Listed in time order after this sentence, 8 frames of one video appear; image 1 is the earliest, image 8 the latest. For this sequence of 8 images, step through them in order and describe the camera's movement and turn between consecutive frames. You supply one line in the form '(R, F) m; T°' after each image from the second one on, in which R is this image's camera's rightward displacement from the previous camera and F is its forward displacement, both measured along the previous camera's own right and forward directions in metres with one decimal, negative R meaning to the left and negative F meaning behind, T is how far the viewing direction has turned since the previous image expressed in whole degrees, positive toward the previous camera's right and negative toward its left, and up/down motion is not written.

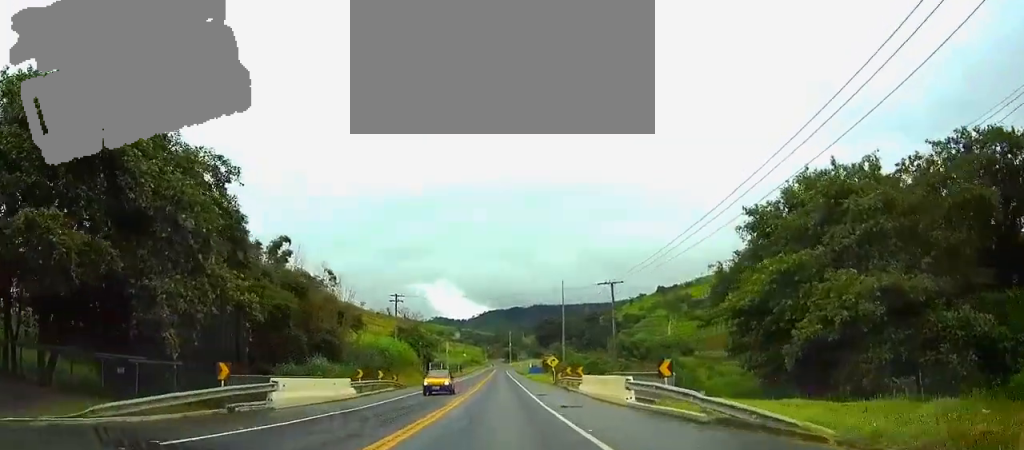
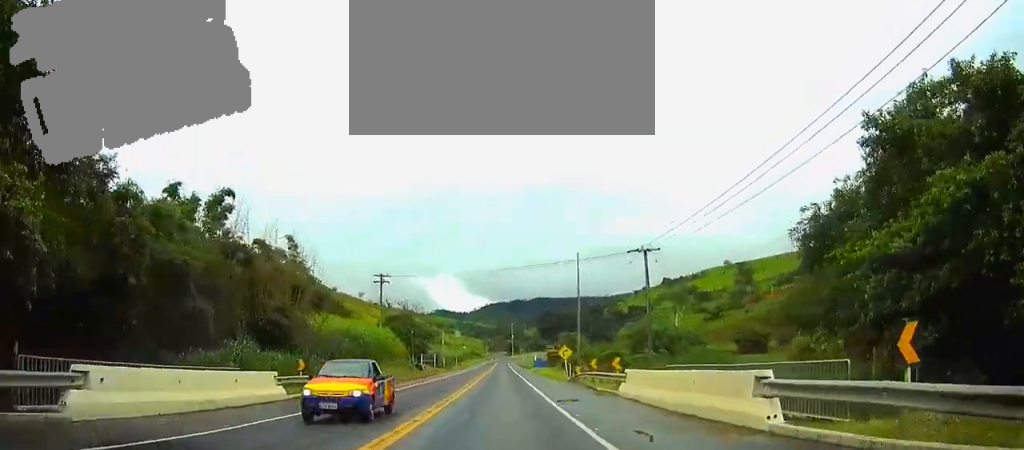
(0.0, +13.1) m; 0°
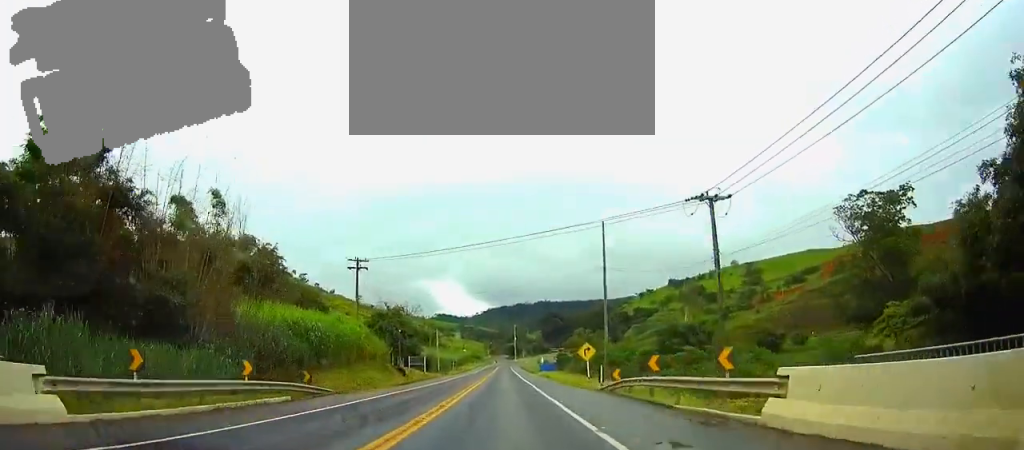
(0.0, +14.5) m; 0°
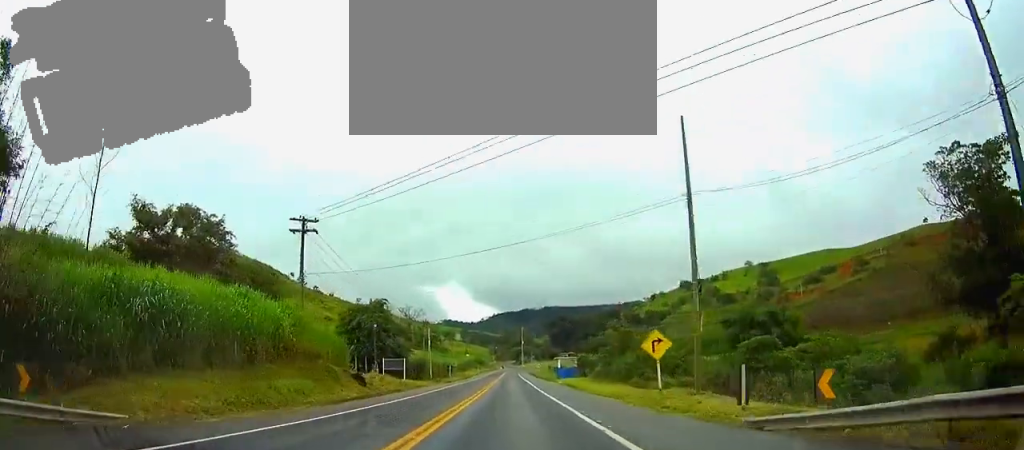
(0.0, +20.4) m; 0°
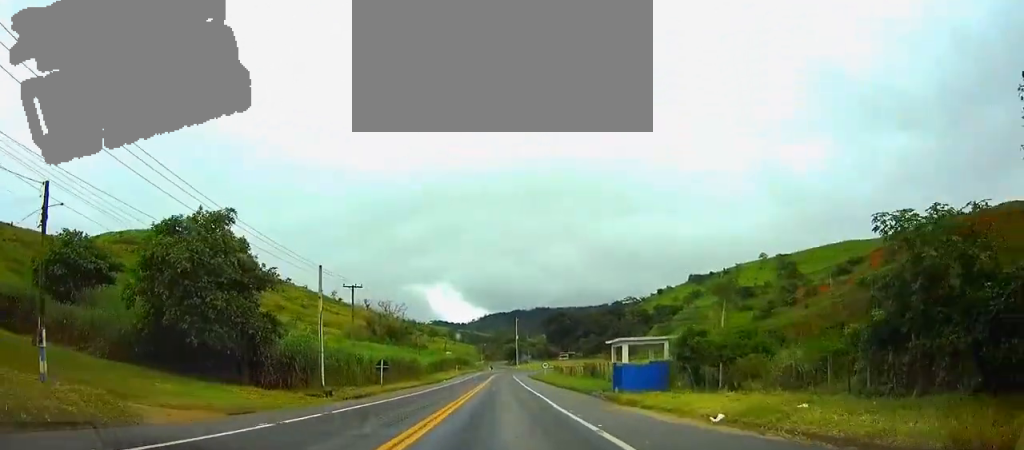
(-0.2, +50.1) m; 0°
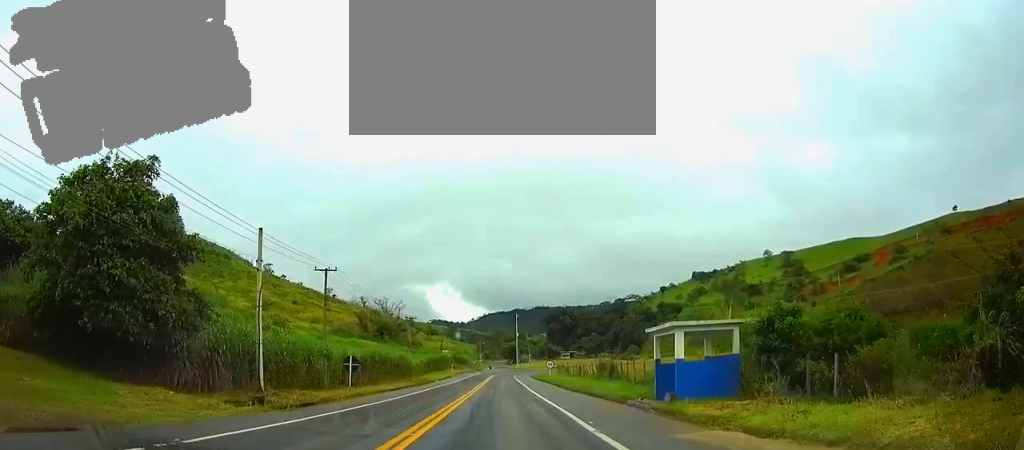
(+0.1, +10.3) m; 0°
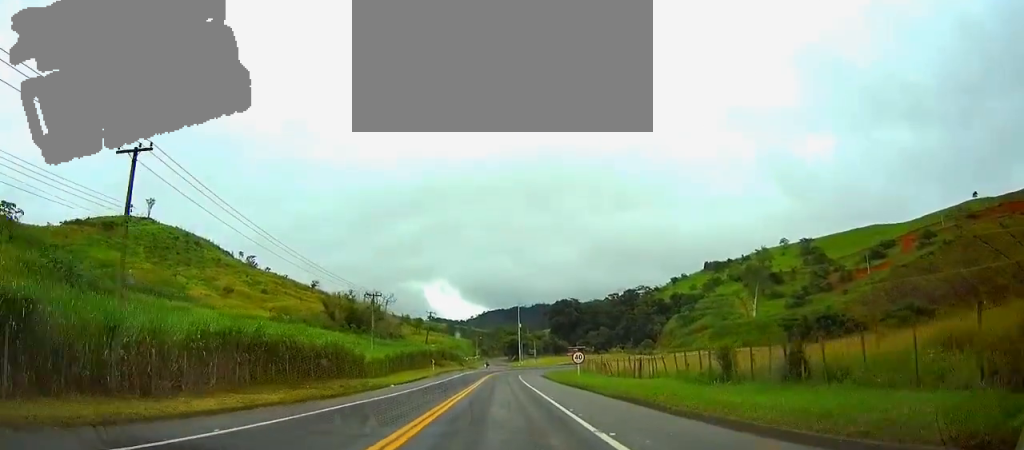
(+0.2, +31.9) m; 0°
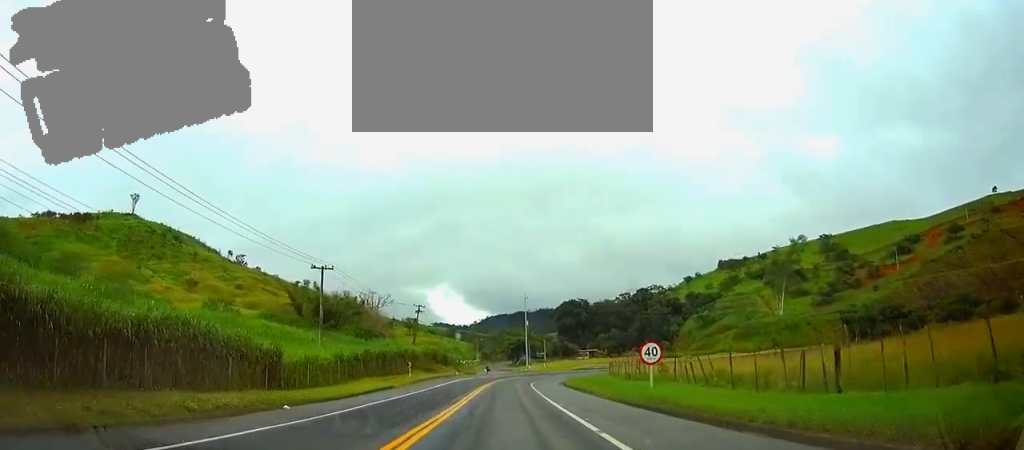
(-0.1, +24.7) m; 0°
